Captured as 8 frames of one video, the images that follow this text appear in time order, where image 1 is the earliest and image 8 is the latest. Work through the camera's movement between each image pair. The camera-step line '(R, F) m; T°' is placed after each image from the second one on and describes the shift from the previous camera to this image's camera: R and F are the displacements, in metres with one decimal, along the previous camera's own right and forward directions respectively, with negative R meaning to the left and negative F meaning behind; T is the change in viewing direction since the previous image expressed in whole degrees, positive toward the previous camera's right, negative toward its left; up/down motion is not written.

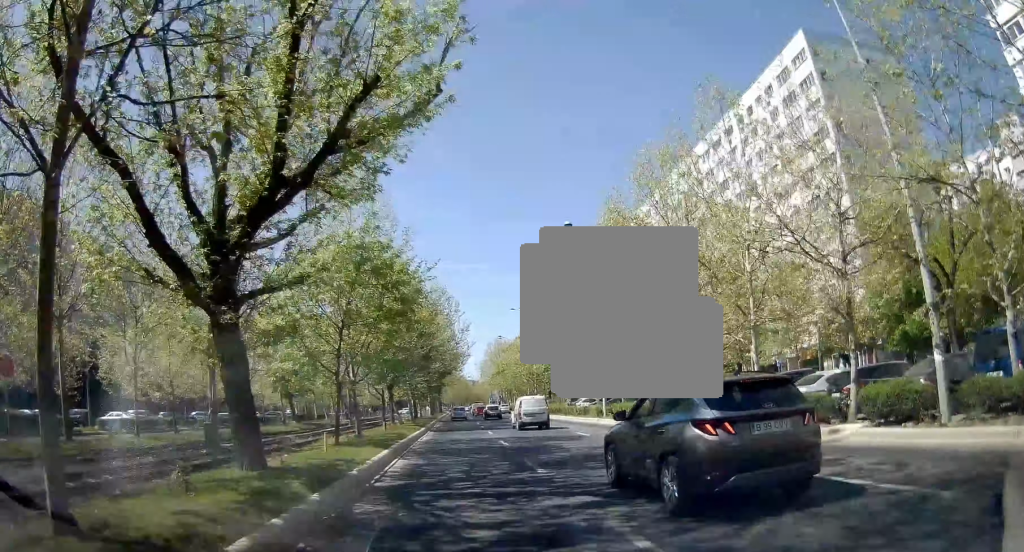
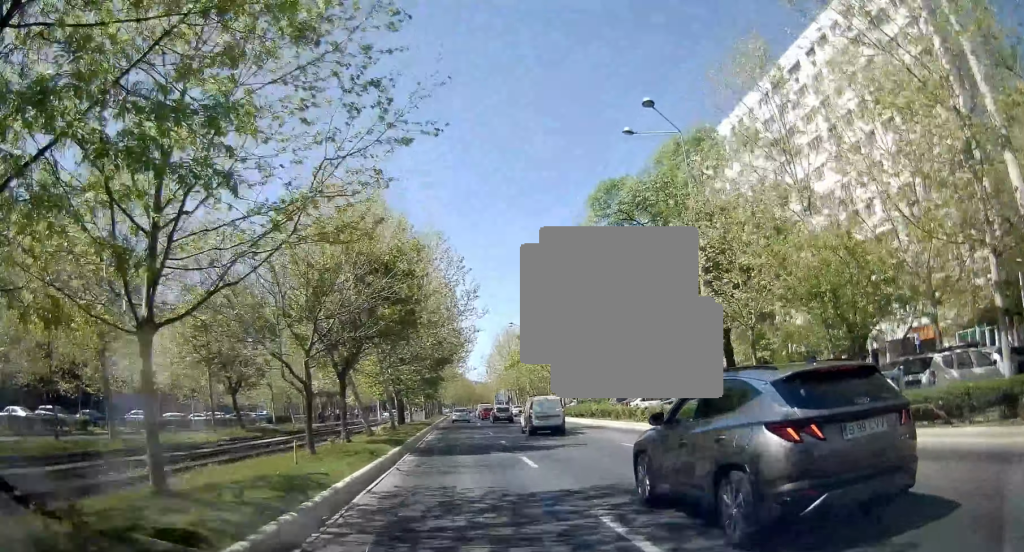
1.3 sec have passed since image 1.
(-0.3, +16.6) m; -2°
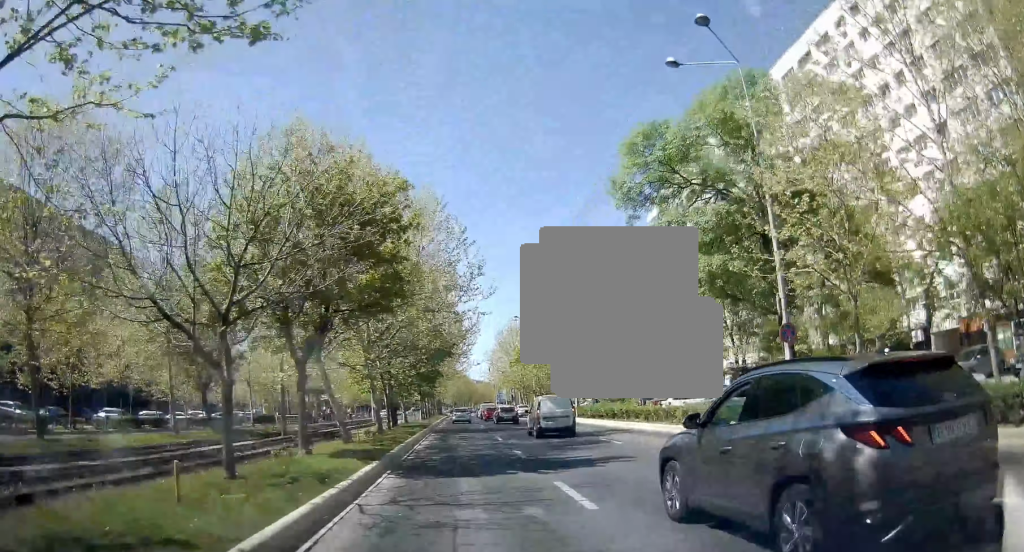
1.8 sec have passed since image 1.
(0.0, +5.8) m; 0°
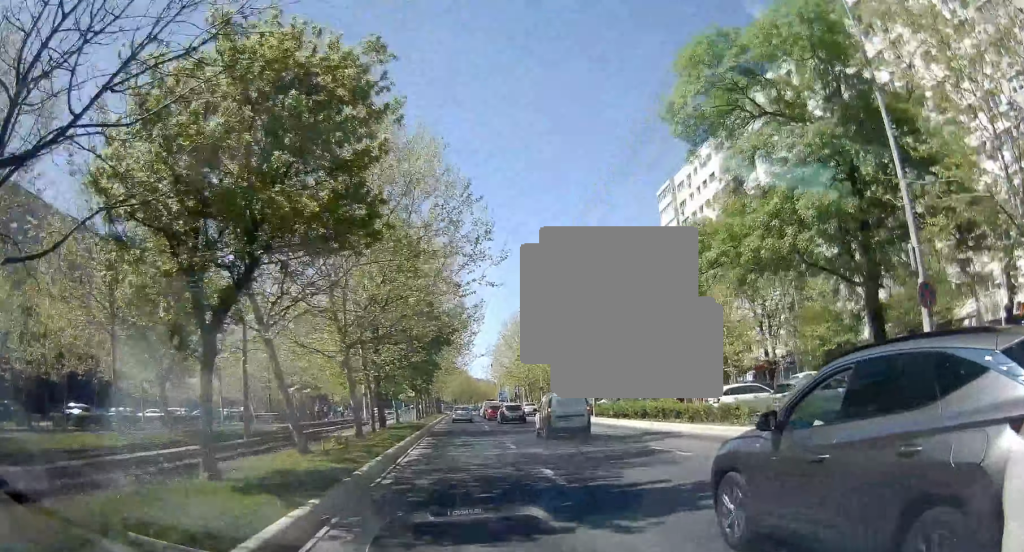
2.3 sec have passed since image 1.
(-0.1, +6.1) m; +1°
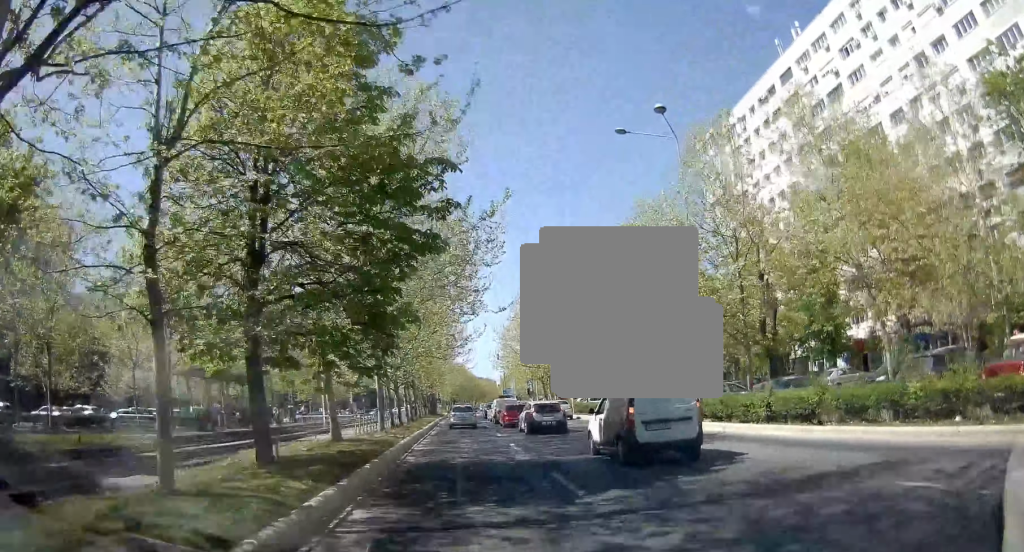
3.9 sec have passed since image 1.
(+0.5, +19.4) m; +1°
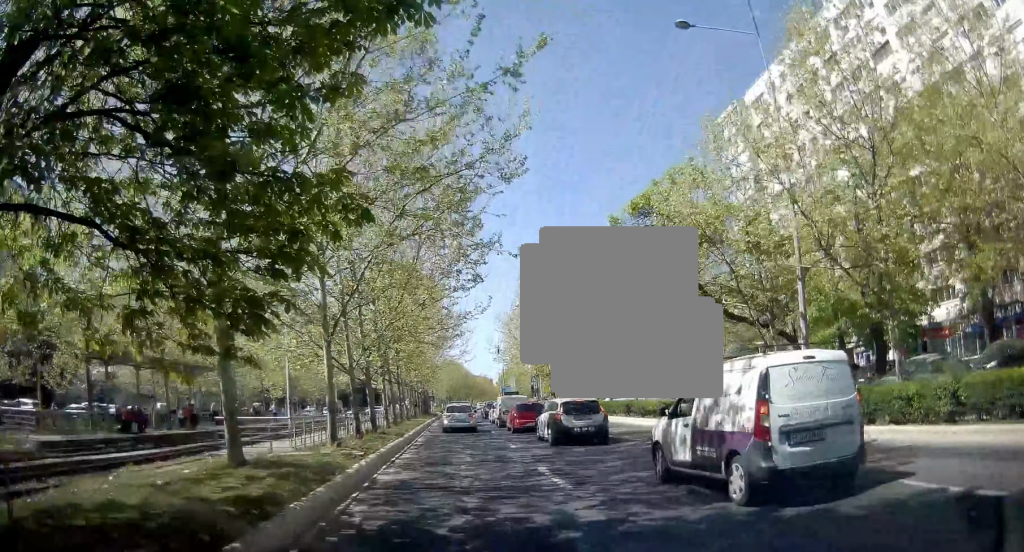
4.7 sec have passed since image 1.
(-0.2, +9.2) m; 0°
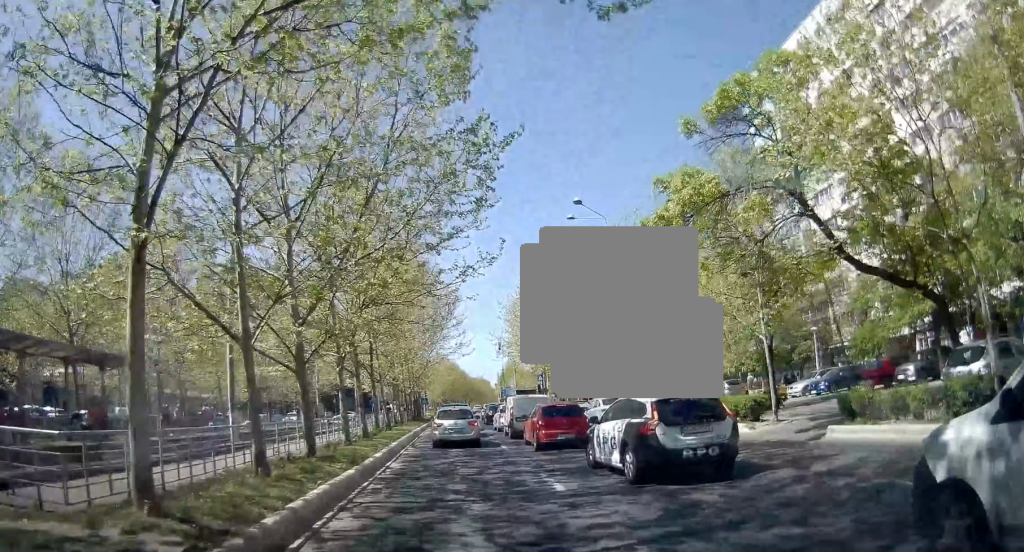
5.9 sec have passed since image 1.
(+0.3, +10.4) m; +5°
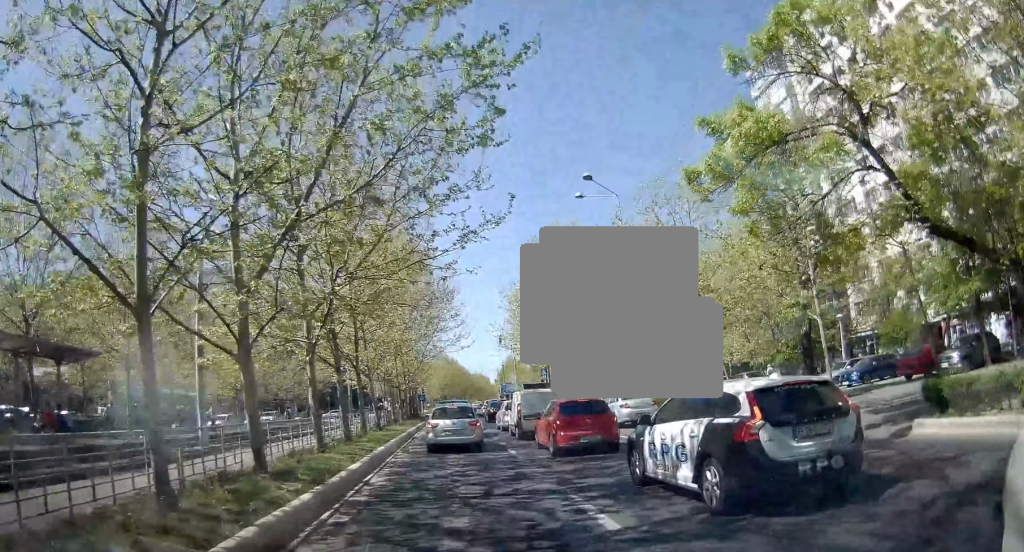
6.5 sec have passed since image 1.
(+0.4, +4.5) m; +1°
